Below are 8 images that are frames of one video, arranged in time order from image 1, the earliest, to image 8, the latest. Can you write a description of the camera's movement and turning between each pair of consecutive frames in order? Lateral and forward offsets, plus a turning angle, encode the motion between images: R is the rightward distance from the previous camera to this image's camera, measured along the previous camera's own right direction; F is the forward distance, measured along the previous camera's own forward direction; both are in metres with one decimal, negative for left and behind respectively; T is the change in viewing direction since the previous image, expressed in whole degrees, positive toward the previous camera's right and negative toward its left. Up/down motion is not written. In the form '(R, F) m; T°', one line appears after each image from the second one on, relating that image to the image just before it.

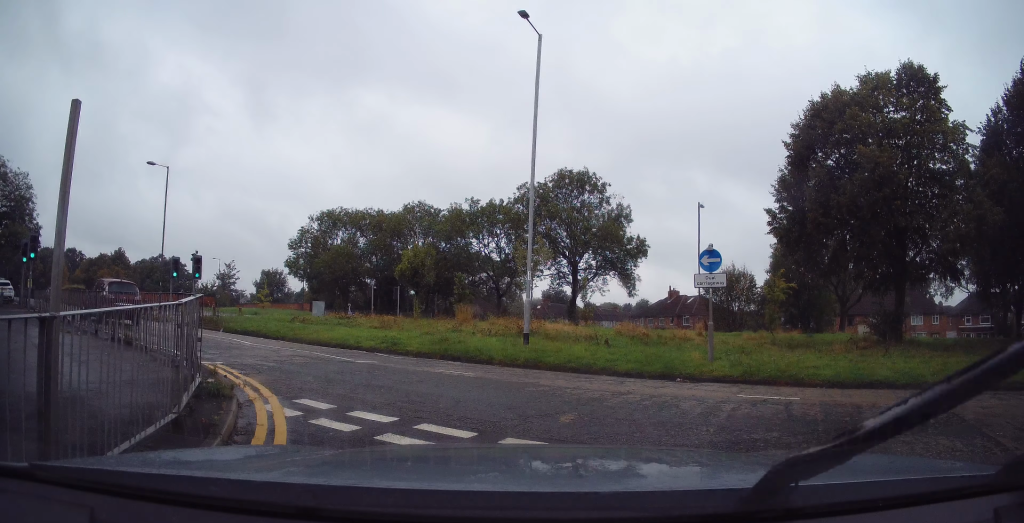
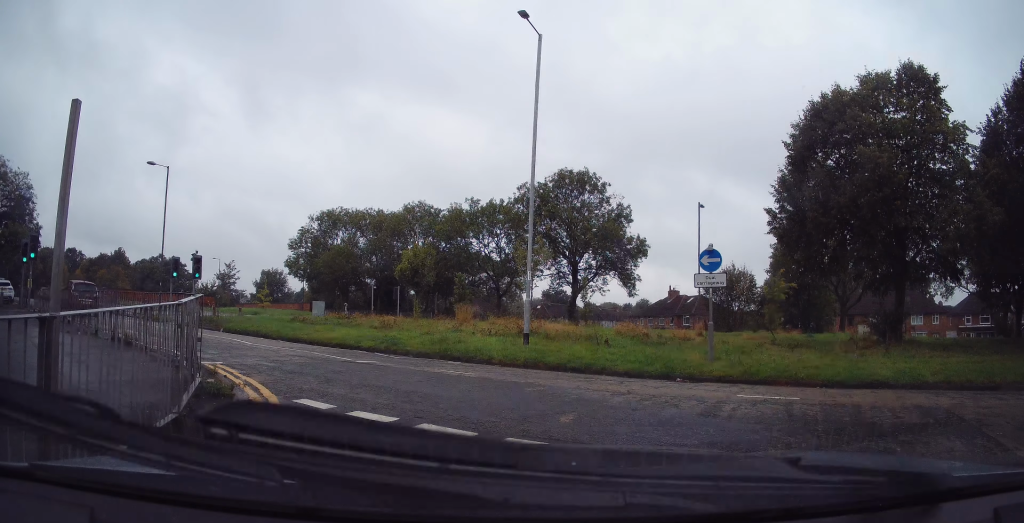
(0.0, 0.0) m; 0°
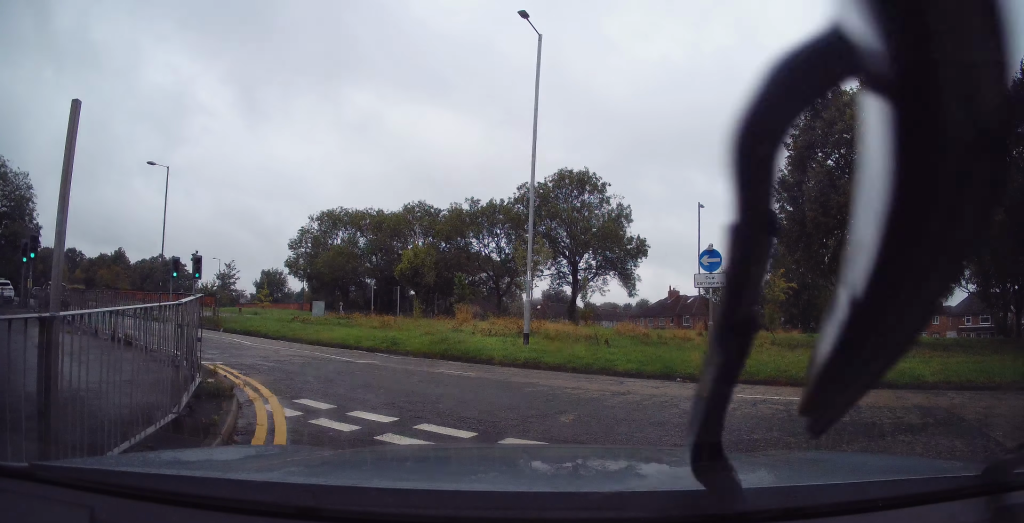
(0.0, 0.0) m; 0°
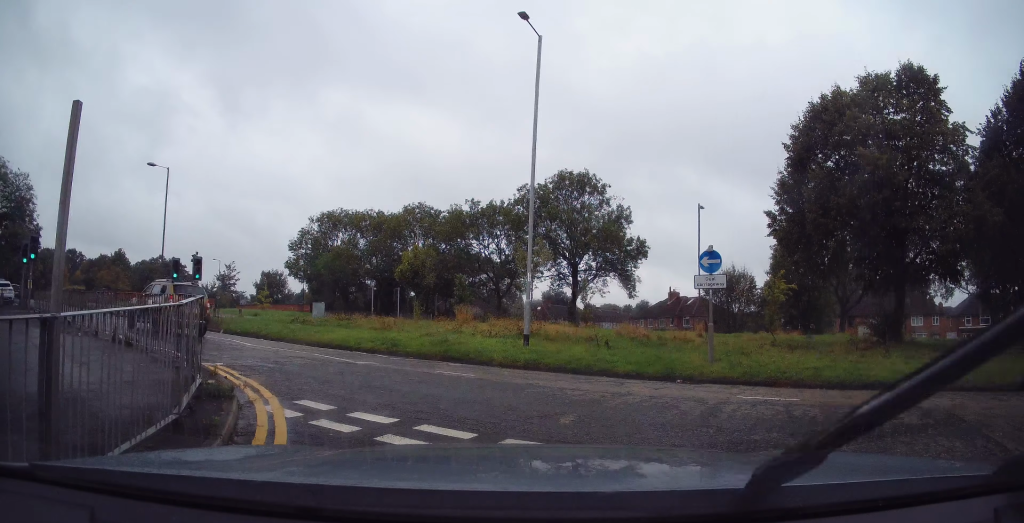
(0.0, 0.0) m; 0°
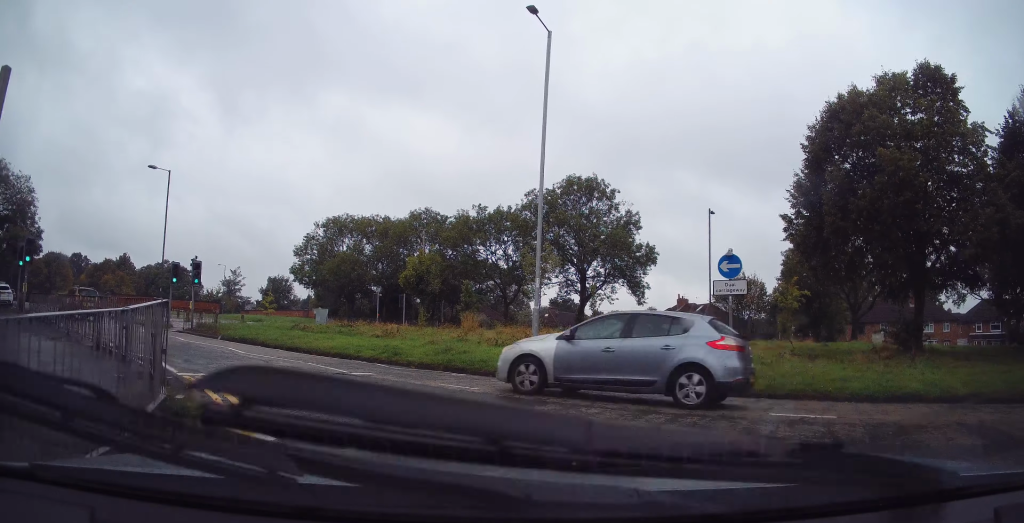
(+0.1, +0.5) m; 0°
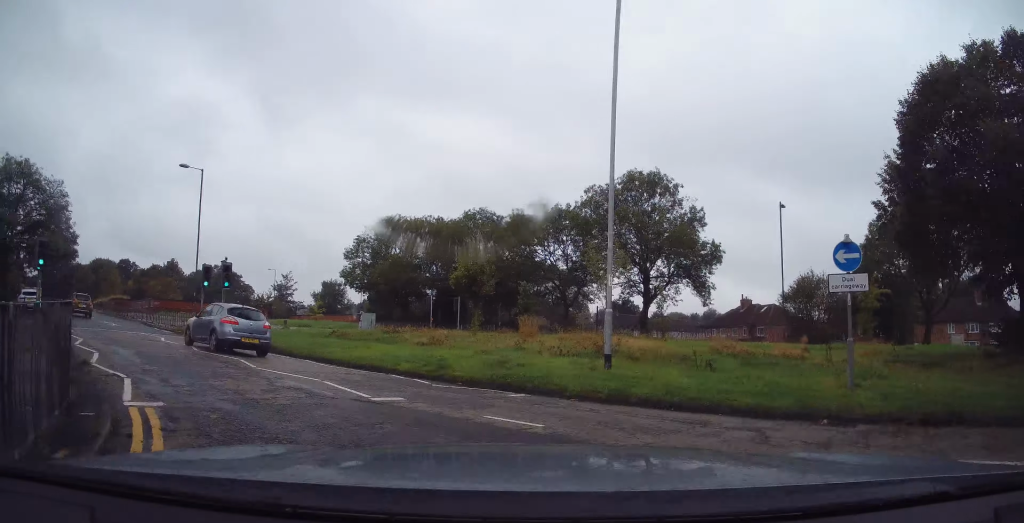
(+0.4, +2.0) m; -5°
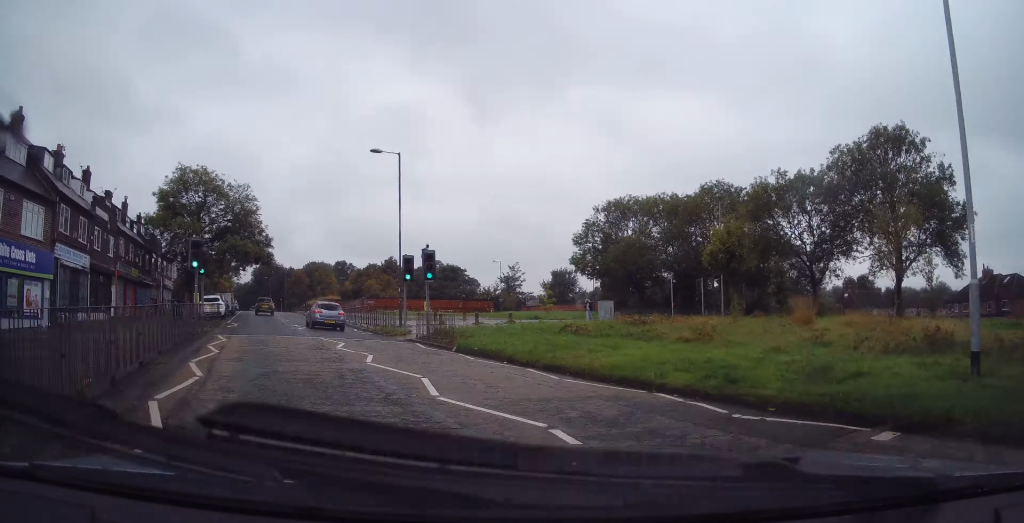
(-1.2, +3.9) m; -31°
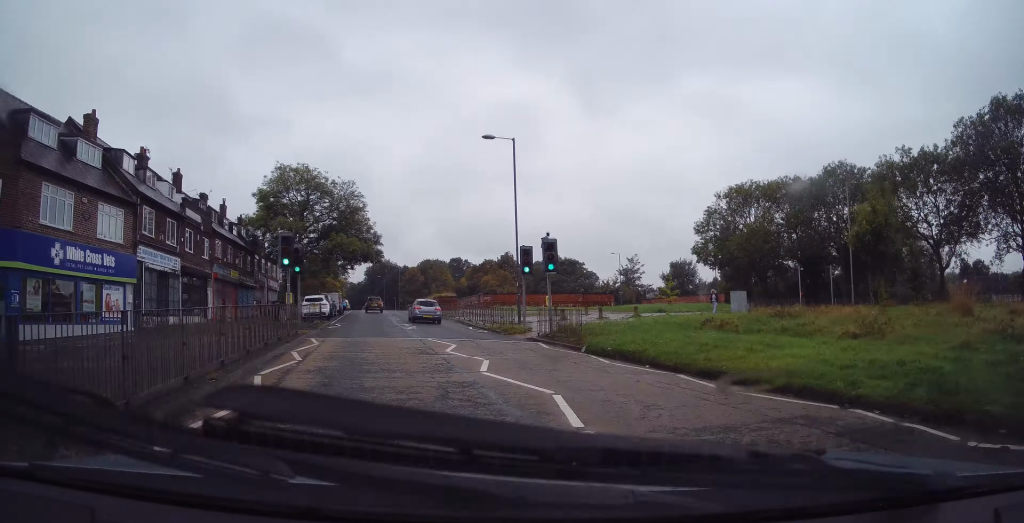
(-0.3, +2.0) m; -8°
